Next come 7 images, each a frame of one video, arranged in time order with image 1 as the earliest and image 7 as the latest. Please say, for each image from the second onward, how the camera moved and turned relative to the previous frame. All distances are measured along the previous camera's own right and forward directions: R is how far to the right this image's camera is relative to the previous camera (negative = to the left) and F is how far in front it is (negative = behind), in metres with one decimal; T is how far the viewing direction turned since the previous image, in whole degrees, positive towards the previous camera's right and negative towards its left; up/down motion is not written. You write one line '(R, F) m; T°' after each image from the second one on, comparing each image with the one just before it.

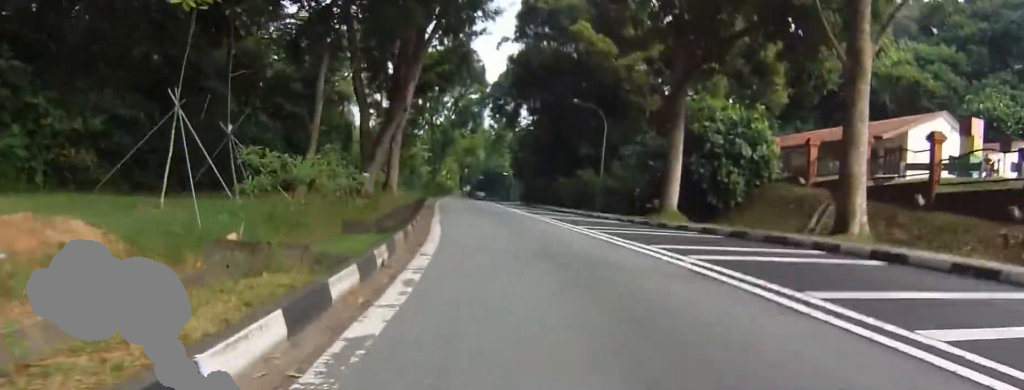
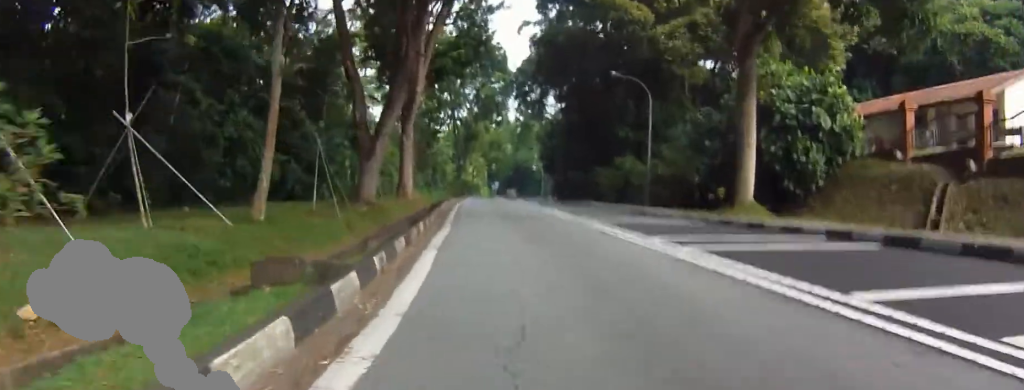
(+0.1, +5.0) m; -4°
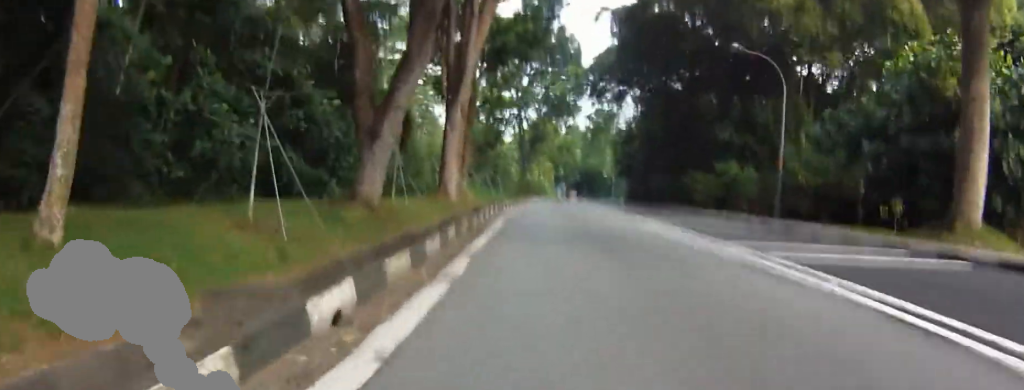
(-0.7, +8.0) m; -4°
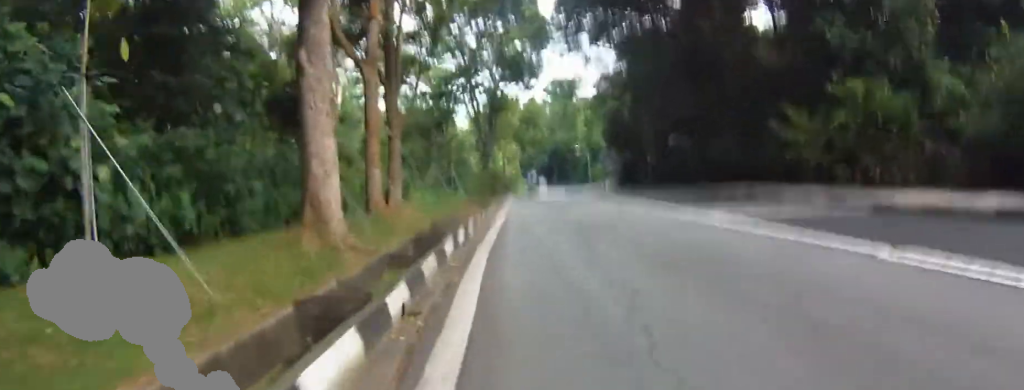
(+1.2, +14.0) m; +7°
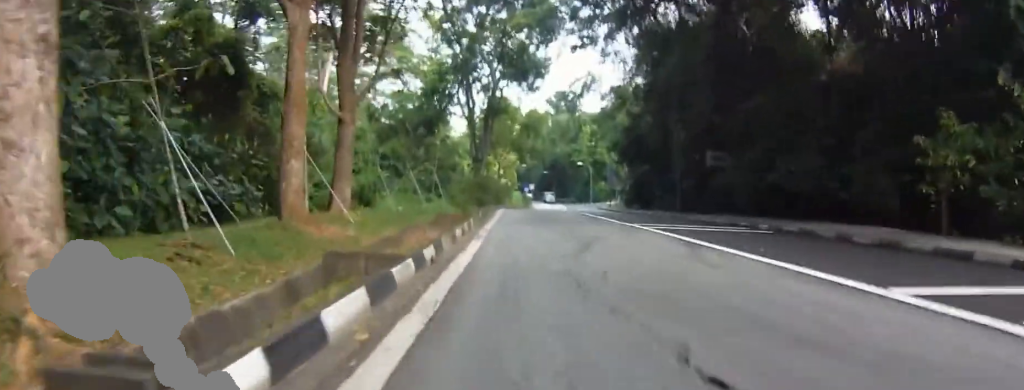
(-0.3, +6.9) m; -12°
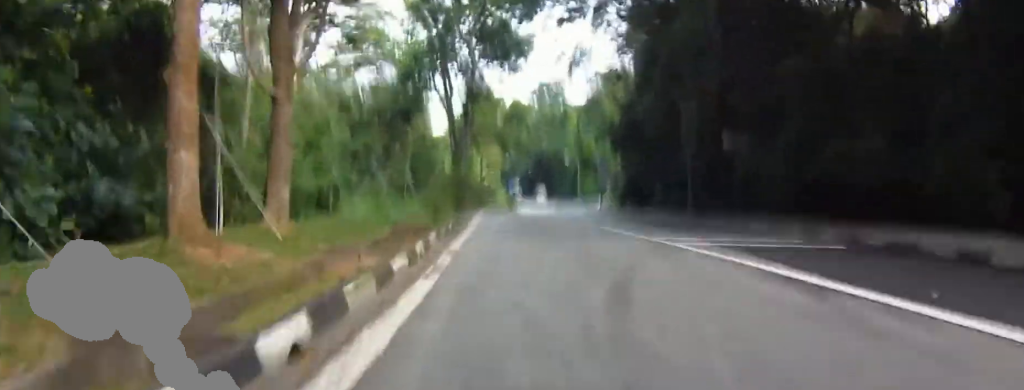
(-0.7, +4.0) m; -4°
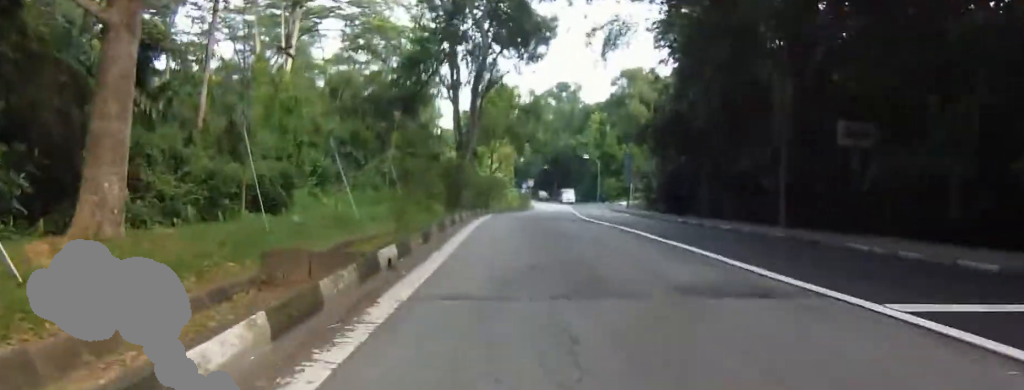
(-0.1, +7.5) m; -2°
